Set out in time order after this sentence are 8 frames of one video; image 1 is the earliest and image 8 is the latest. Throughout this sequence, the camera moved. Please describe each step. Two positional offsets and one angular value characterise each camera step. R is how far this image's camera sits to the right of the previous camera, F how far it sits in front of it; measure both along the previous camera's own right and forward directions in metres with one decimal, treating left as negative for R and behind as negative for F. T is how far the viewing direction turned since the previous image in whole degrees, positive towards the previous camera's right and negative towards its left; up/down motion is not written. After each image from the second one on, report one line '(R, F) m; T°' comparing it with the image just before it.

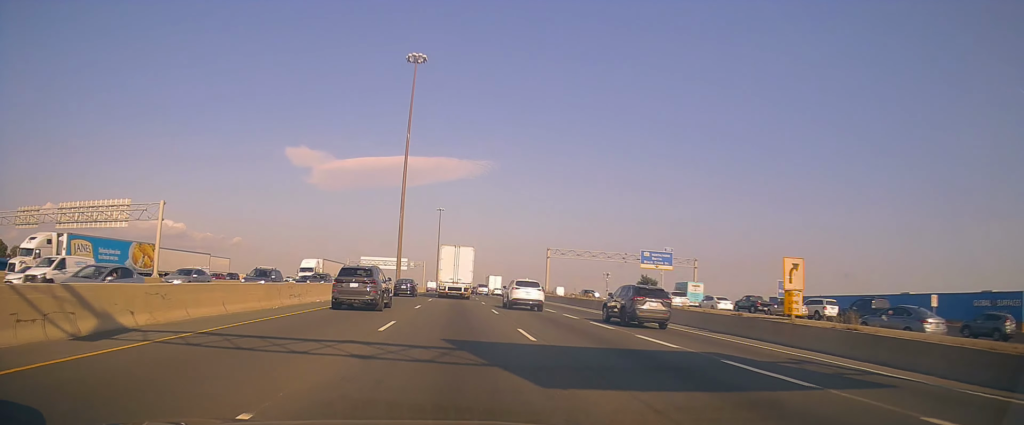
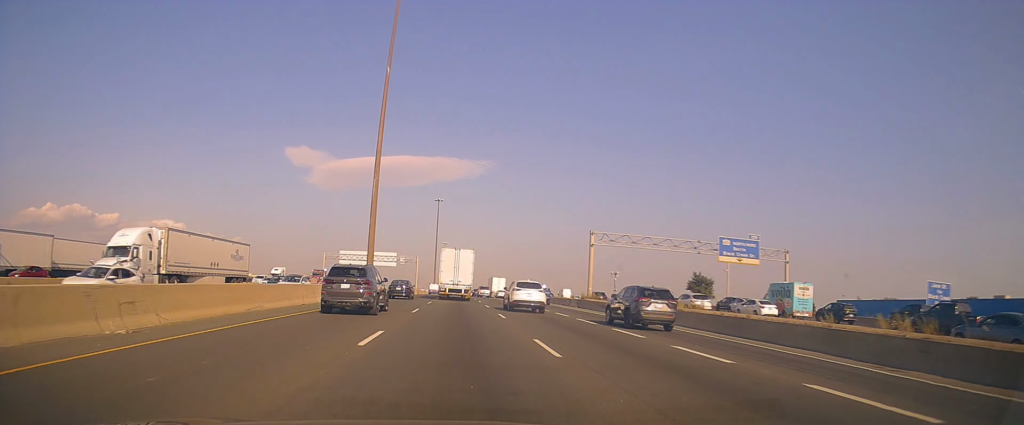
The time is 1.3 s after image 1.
(+0.7, +27.2) m; +1°
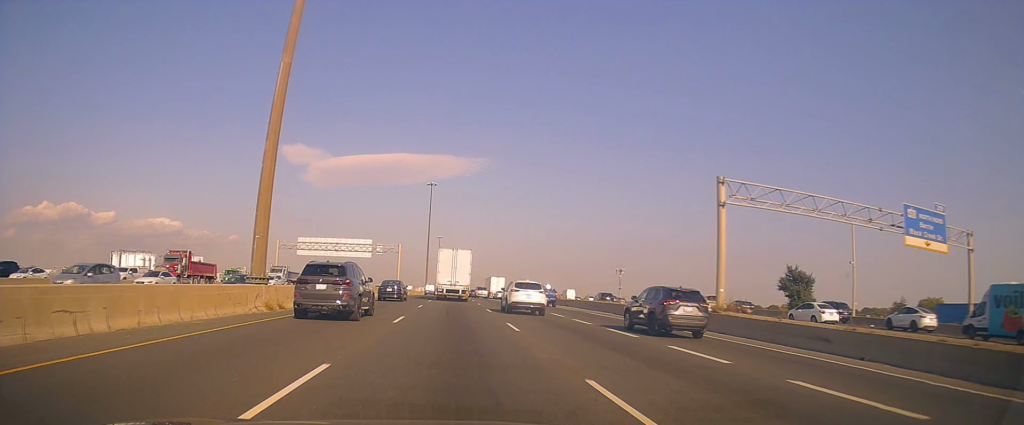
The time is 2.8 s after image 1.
(-0.5, +29.9) m; -2°
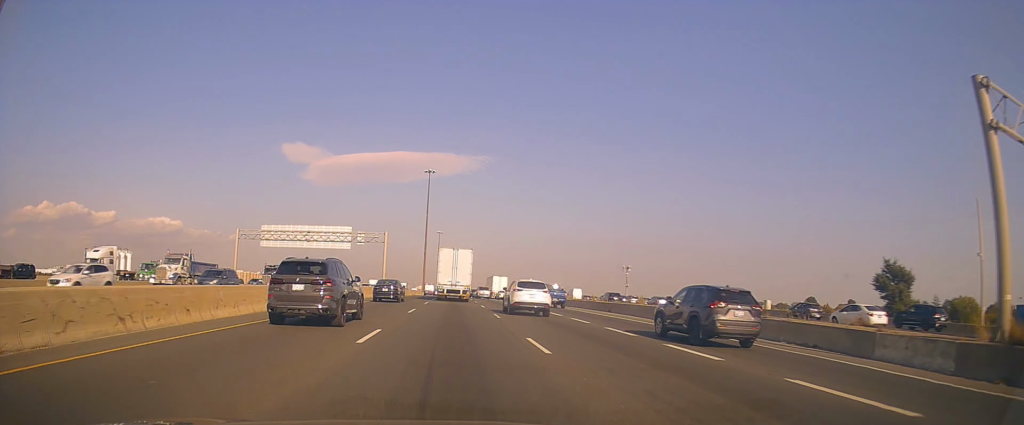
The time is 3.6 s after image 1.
(-0.1, +17.9) m; +1°
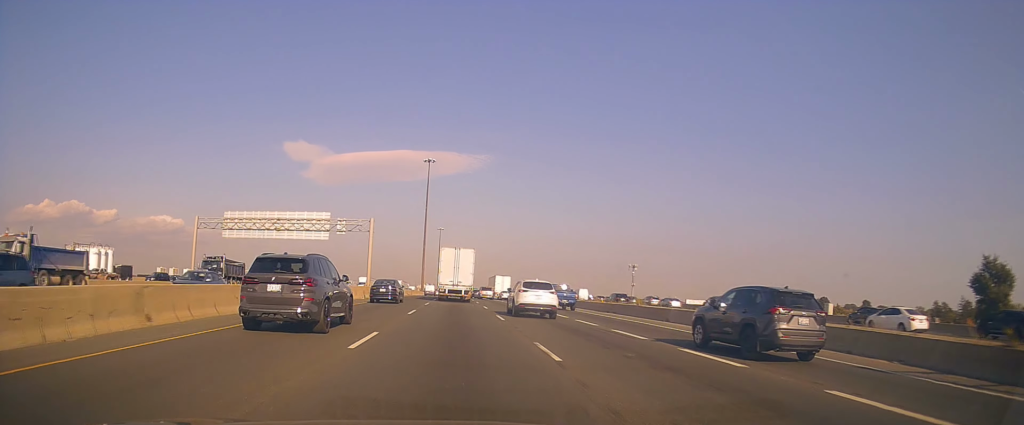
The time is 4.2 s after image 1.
(+0.1, +13.1) m; 0°
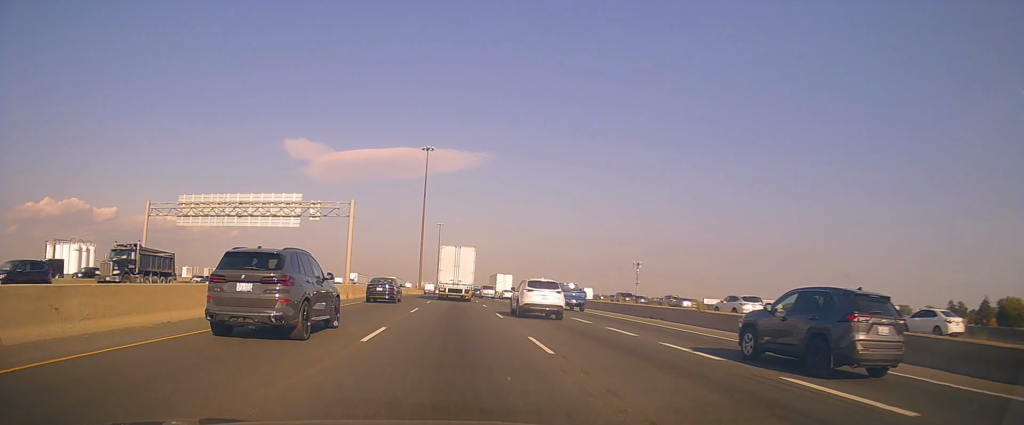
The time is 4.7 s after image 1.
(+0.4, +11.0) m; -1°
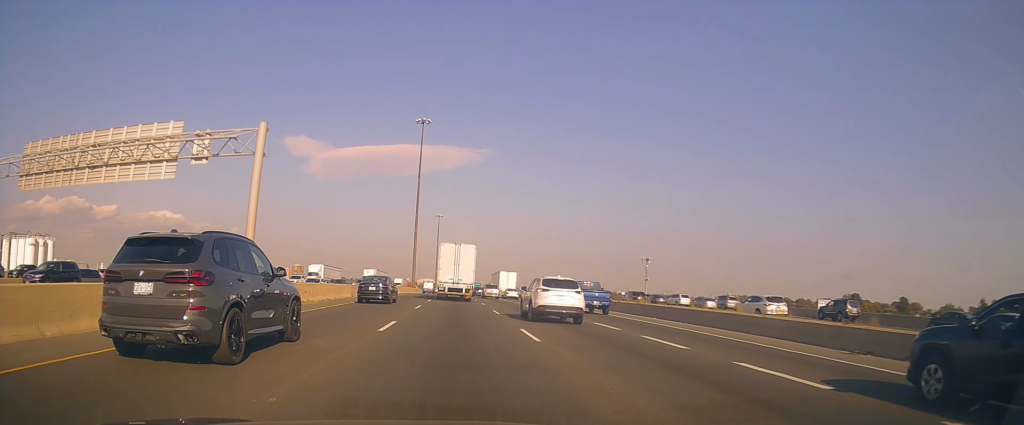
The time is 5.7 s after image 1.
(-0.8, +22.1) m; -2°
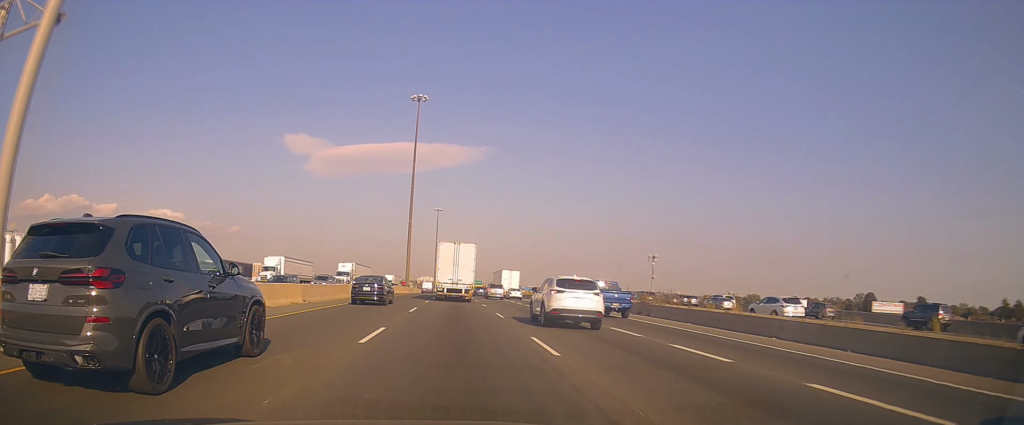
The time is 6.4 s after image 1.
(+0.1, +14.7) m; +1°
